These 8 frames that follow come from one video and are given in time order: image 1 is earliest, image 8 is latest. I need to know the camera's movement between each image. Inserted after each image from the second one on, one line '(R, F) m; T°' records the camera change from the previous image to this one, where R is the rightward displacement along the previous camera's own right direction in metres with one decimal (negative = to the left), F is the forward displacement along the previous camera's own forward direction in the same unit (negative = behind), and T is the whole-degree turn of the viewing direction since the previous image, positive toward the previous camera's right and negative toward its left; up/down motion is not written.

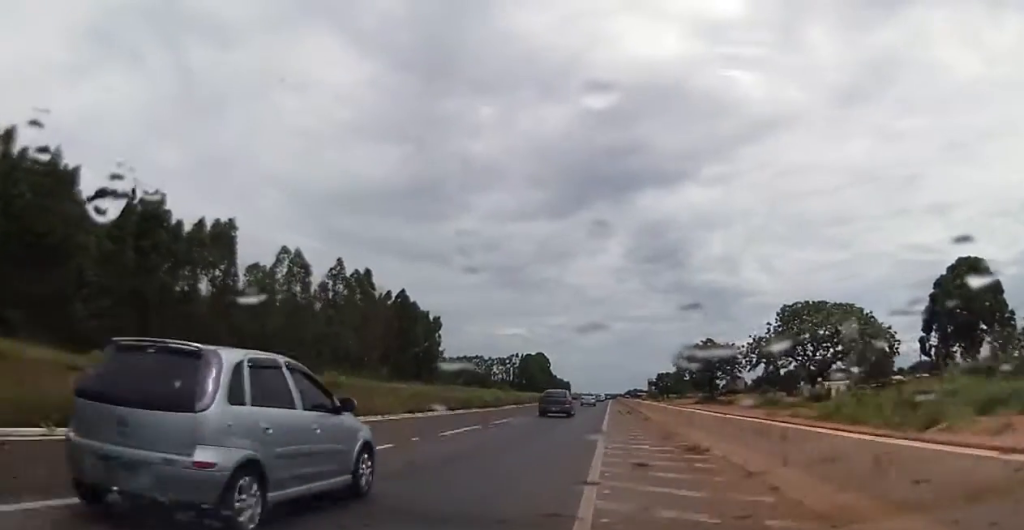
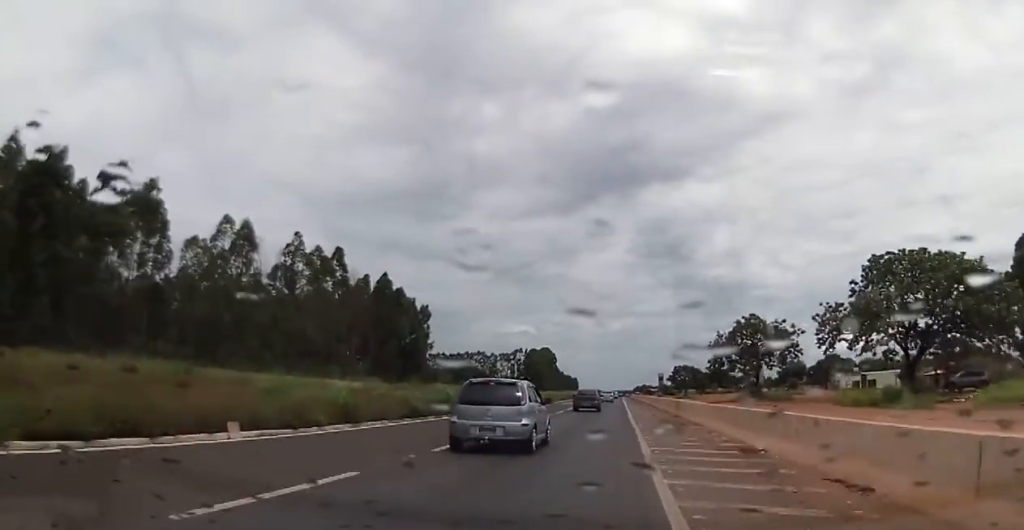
(-0.3, +20.3) m; 0°
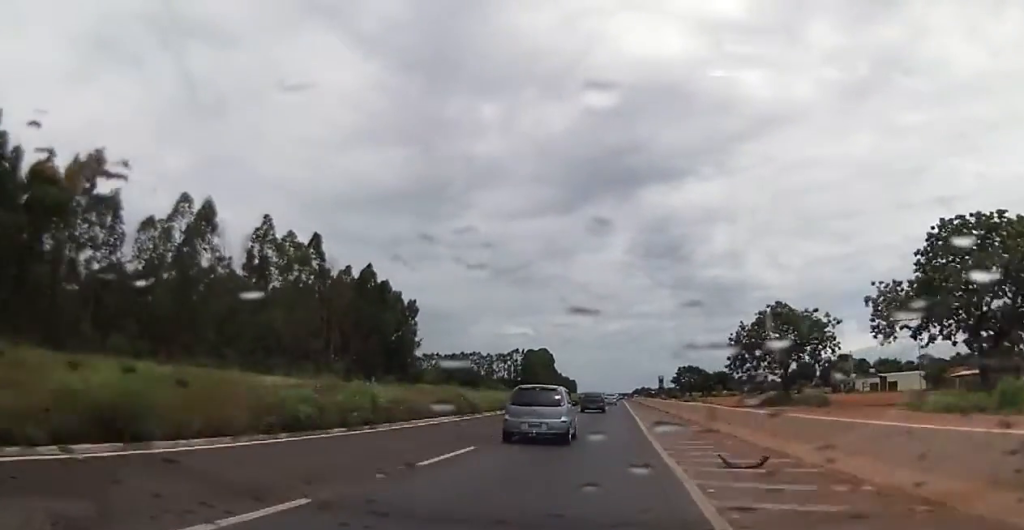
(+0.4, +10.2) m; 0°
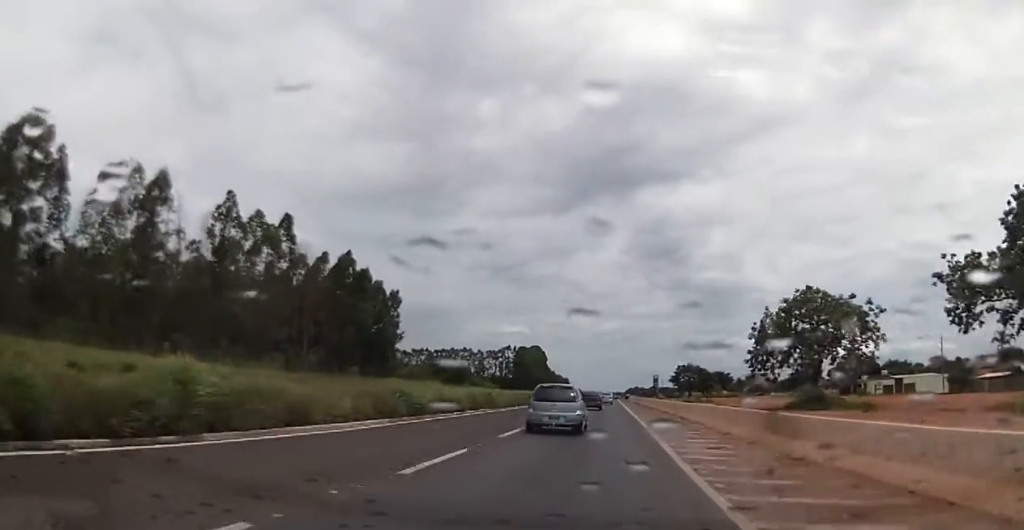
(-0.2, +9.6) m; 0°
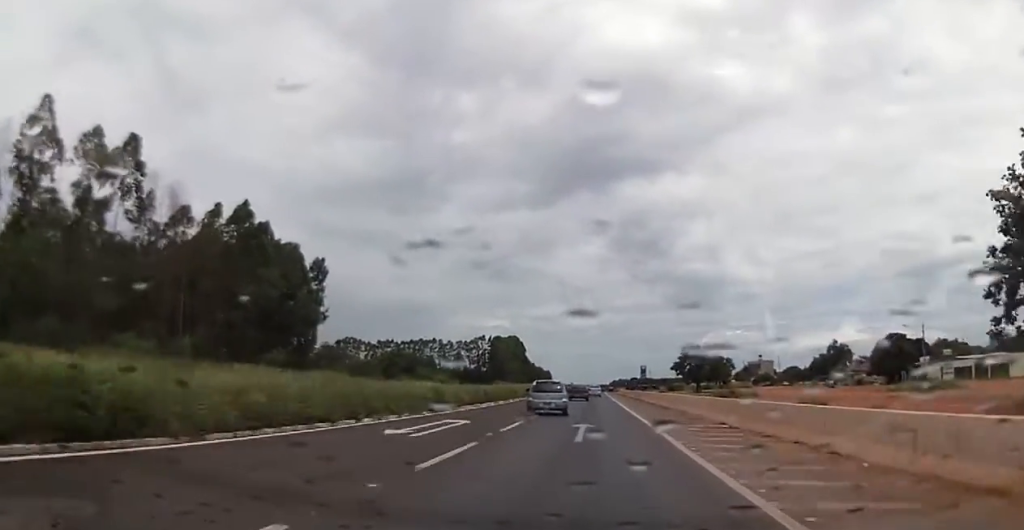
(+0.3, +32.1) m; +1°
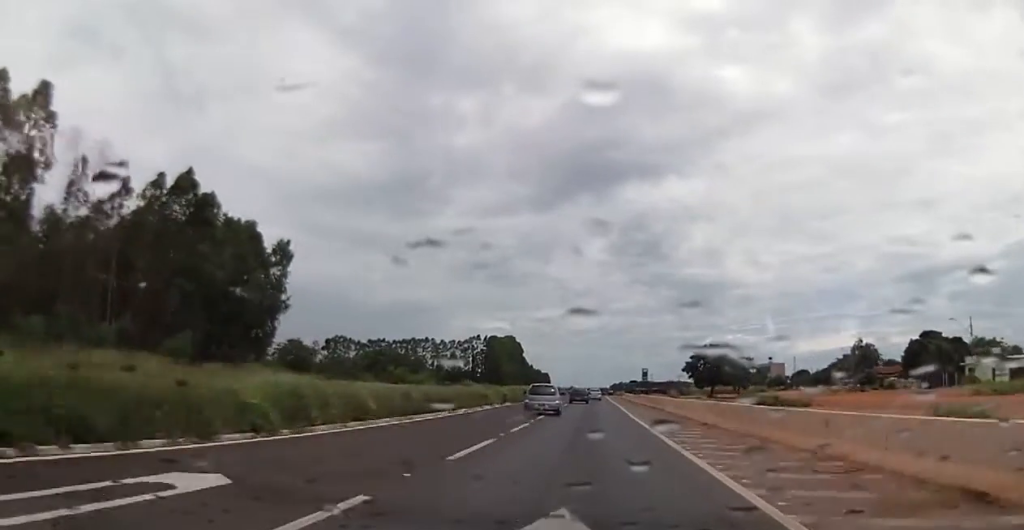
(-0.1, +14.8) m; -1°
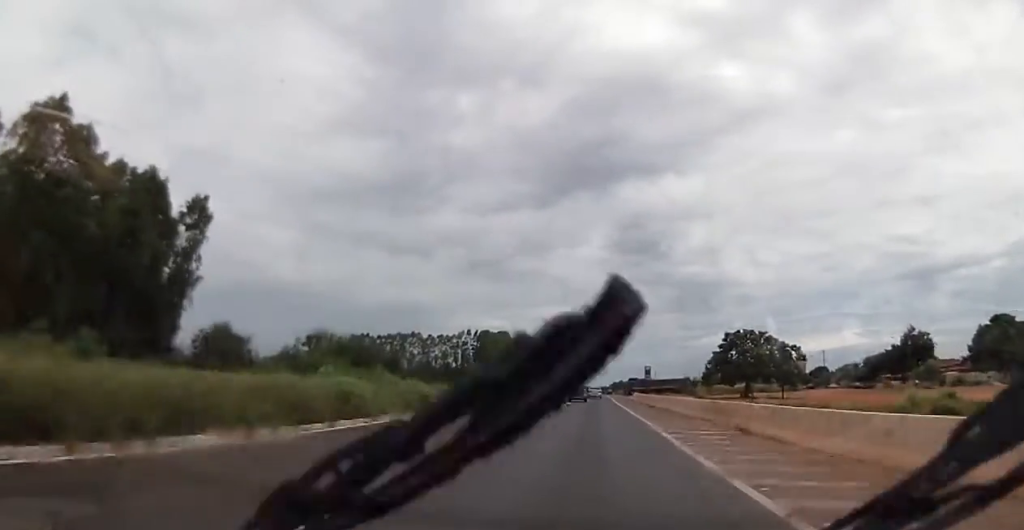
(0.0, +23.7) m; +2°
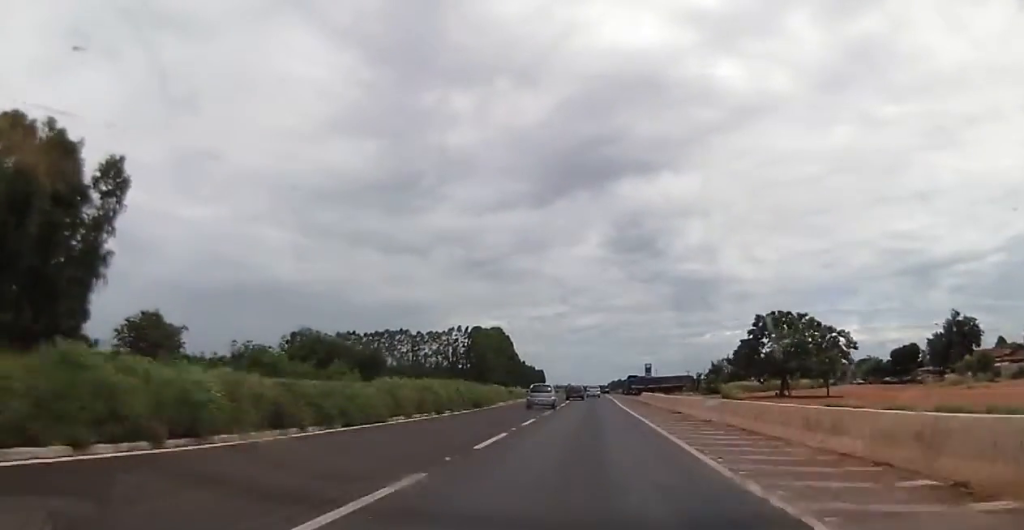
(+0.4, +15.8) m; +1°
